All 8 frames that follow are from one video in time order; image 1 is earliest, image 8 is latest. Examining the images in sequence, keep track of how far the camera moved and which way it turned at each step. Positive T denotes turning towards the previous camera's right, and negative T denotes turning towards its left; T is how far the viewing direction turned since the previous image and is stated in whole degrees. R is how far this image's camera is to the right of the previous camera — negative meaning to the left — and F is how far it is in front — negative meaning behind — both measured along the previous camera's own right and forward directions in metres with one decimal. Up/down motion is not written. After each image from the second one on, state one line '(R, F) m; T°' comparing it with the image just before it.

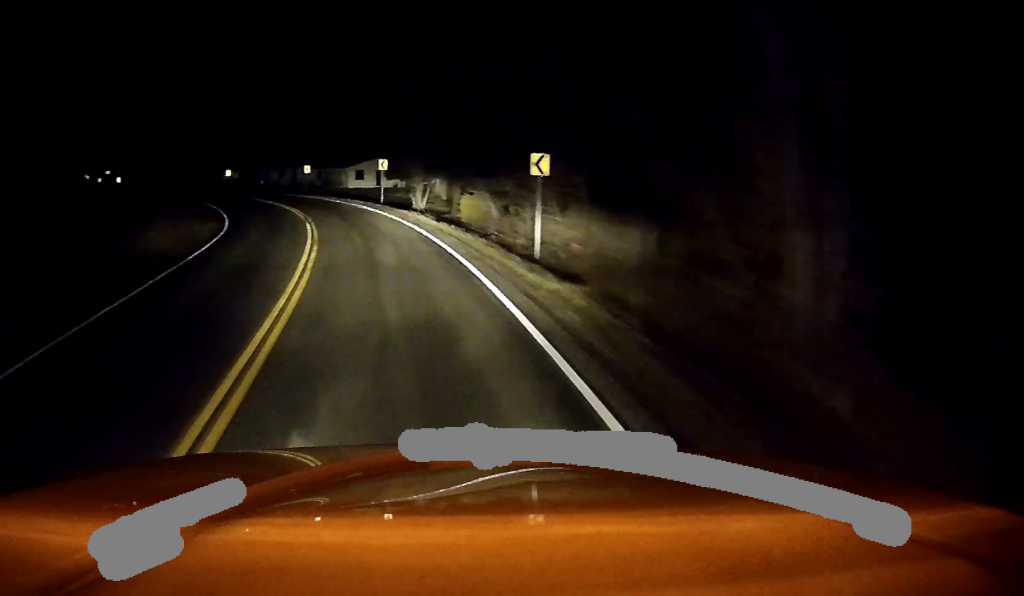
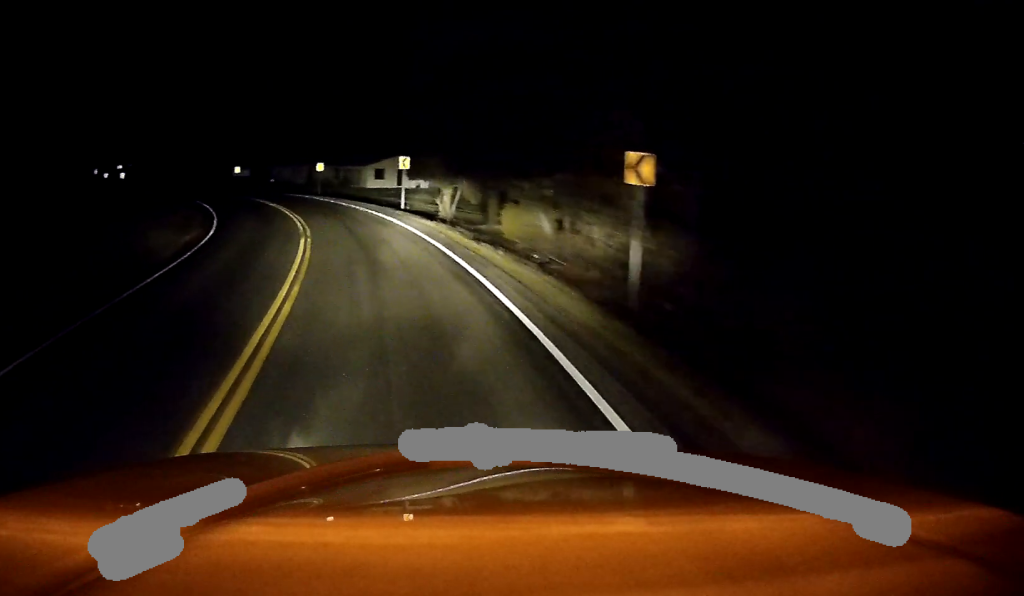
(+0.1, +6.6) m; -1°
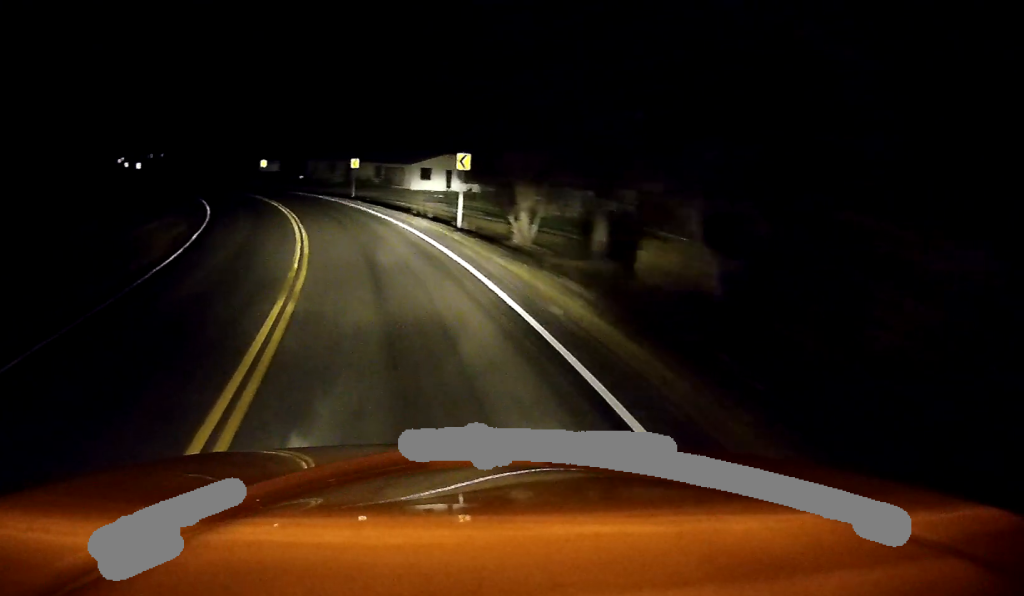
(-0.3, +10.0) m; -4°
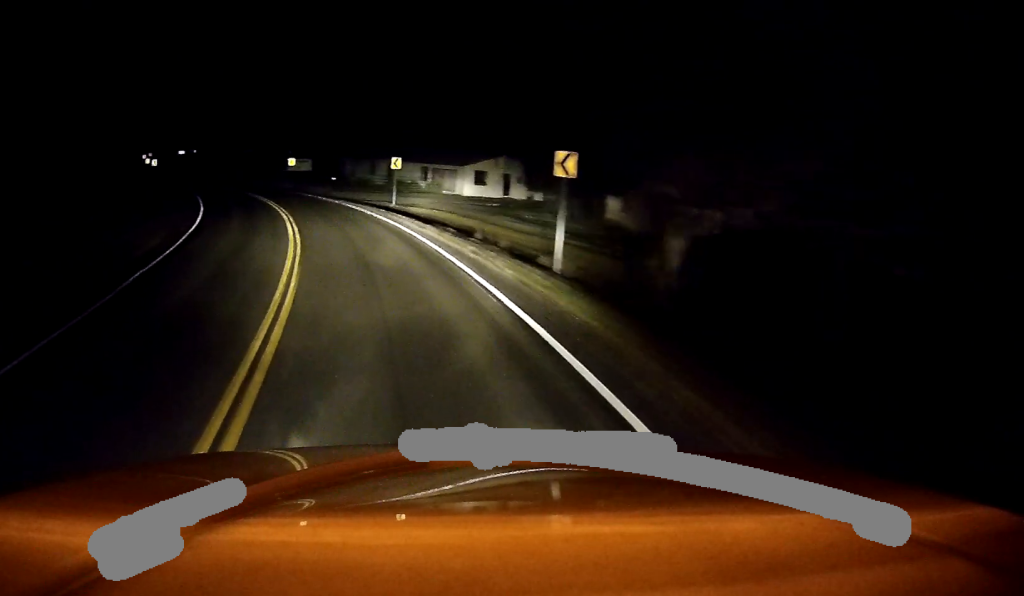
(-0.1, +9.9) m; -6°
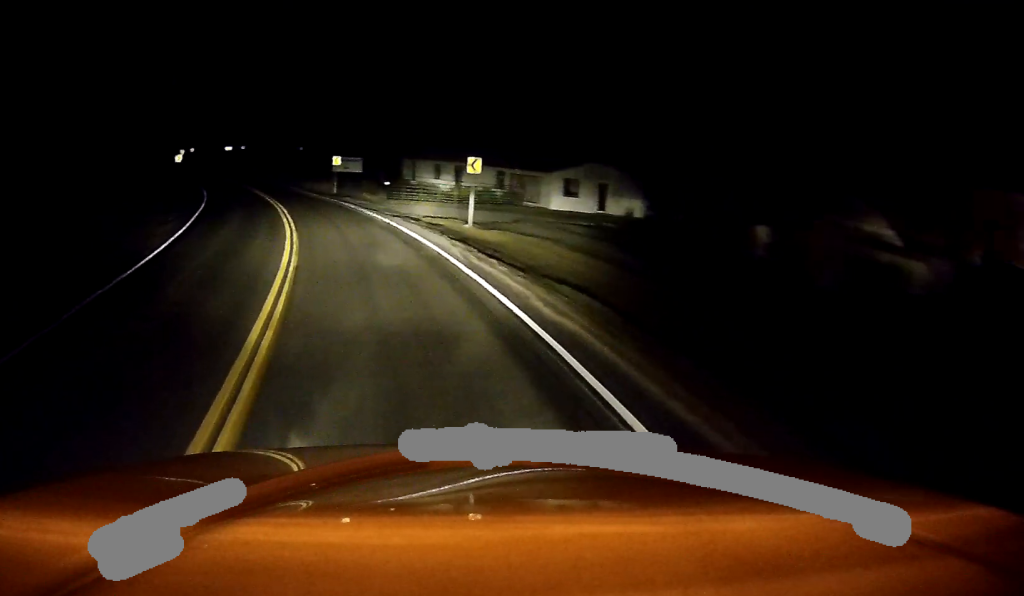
(-1.1, +12.5) m; -7°
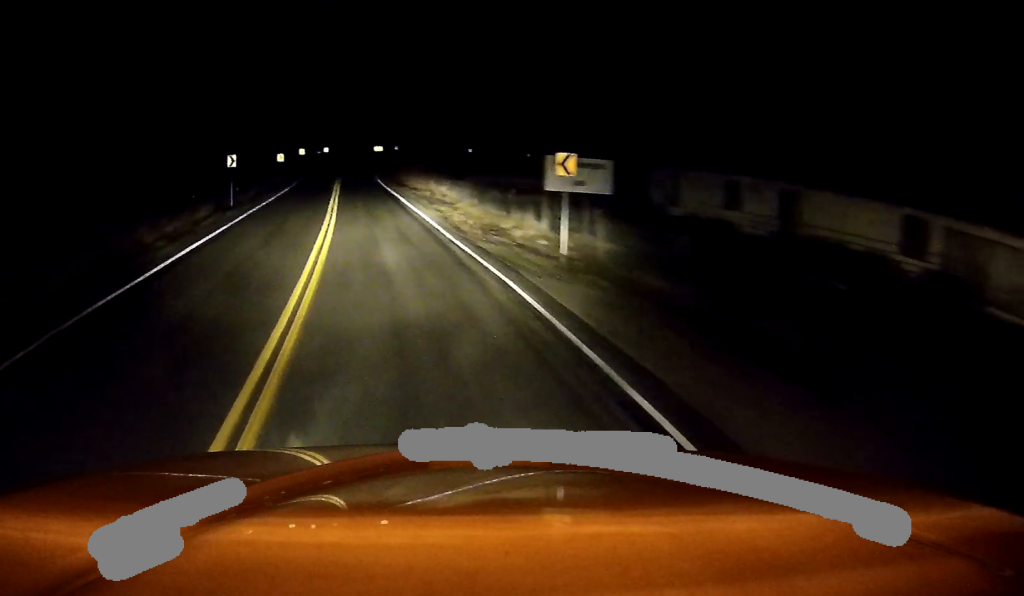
(-2.3, +33.9) m; -5°
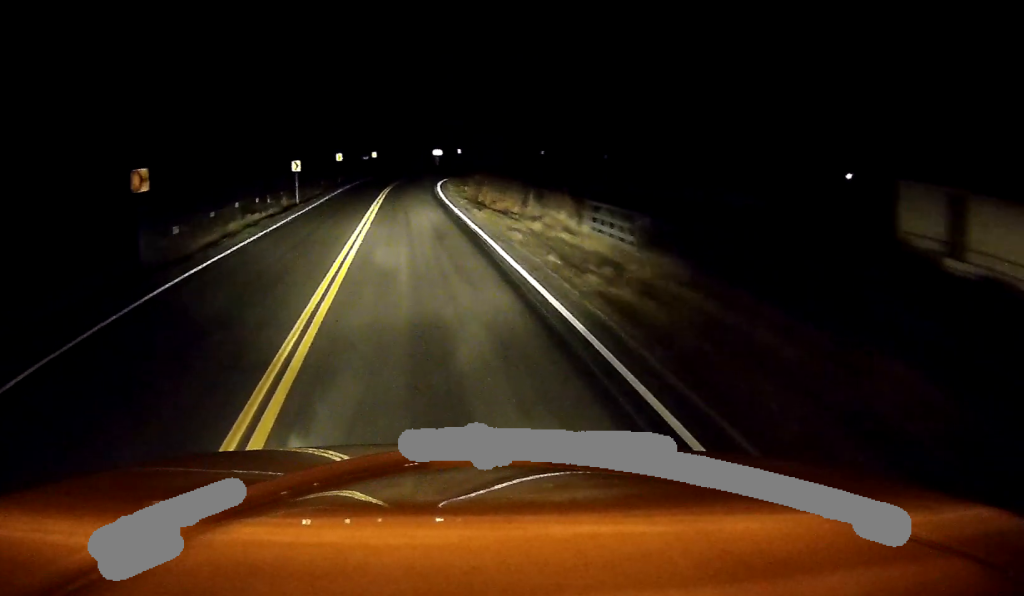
(-0.4, +20.1) m; -1°
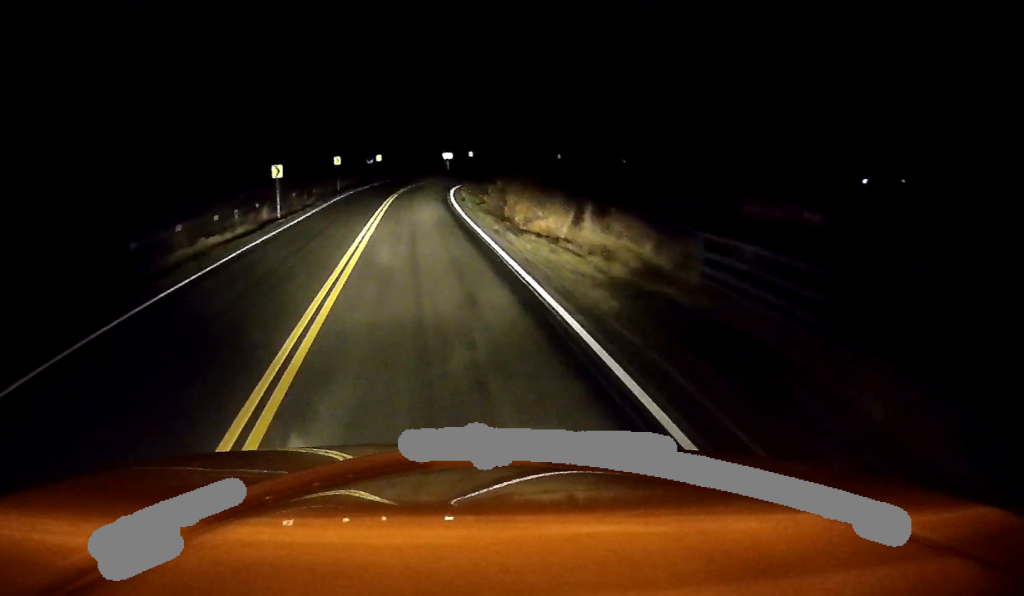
(-0.1, +8.3) m; 0°
